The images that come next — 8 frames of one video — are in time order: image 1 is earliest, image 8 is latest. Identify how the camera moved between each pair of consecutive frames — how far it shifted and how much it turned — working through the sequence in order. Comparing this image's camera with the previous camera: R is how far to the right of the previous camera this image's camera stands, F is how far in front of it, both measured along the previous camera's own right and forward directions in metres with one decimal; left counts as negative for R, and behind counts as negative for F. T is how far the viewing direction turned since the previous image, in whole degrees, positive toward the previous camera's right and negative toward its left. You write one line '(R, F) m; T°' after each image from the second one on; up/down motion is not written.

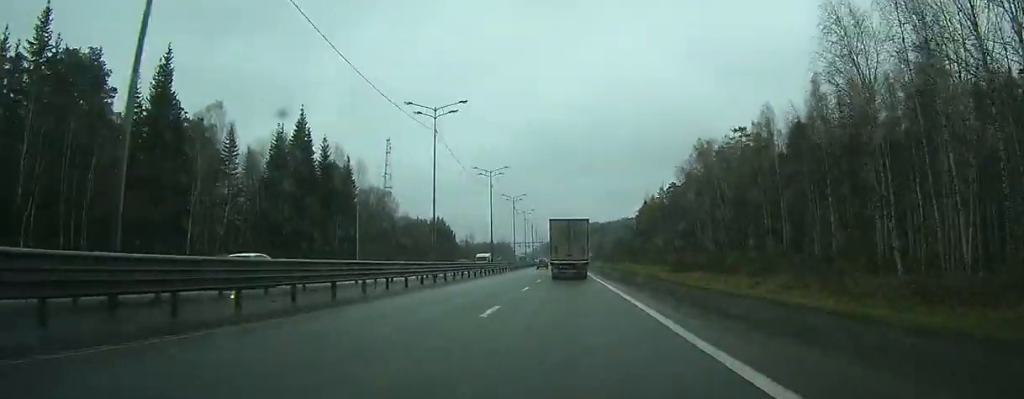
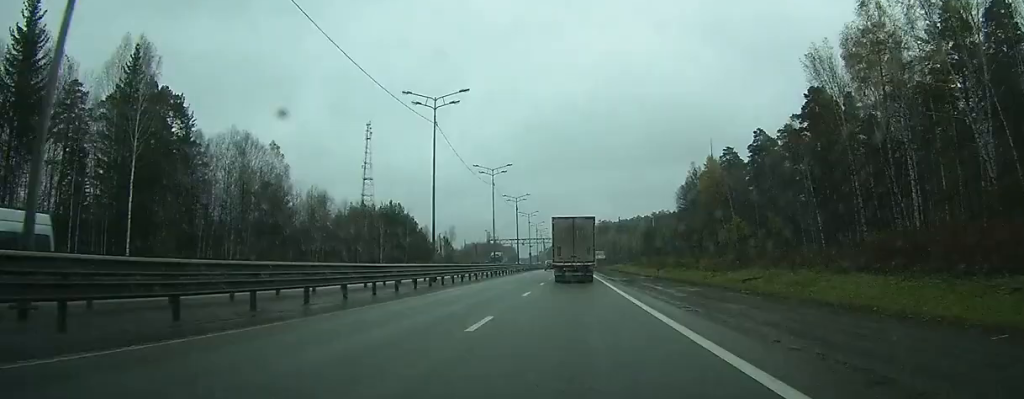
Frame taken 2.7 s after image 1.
(-0.5, +62.8) m; -1°
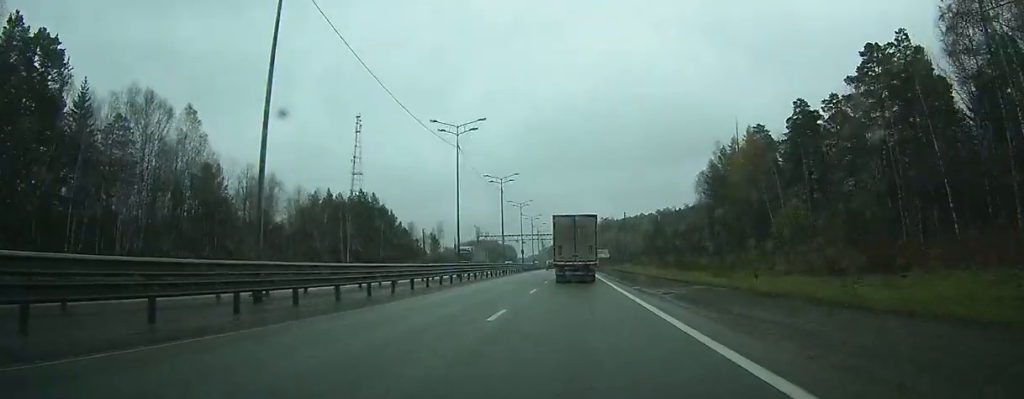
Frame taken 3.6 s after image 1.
(0.0, +21.9) m; 0°
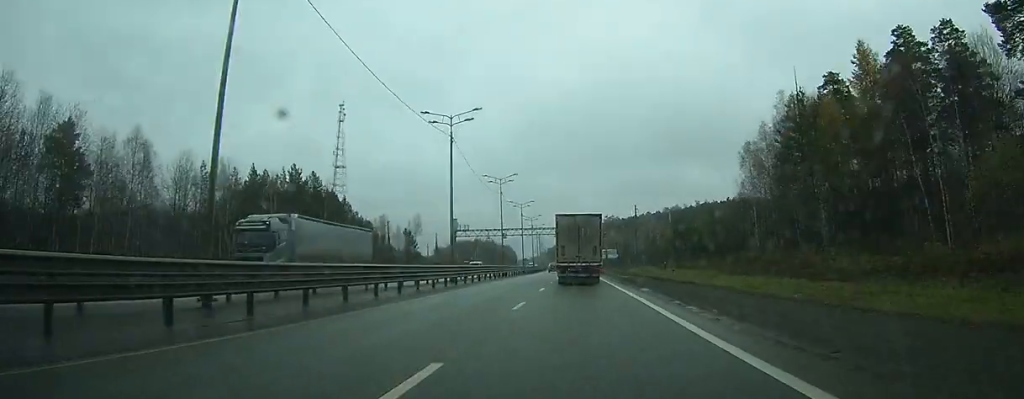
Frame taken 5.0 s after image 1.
(-0.2, +32.6) m; 0°
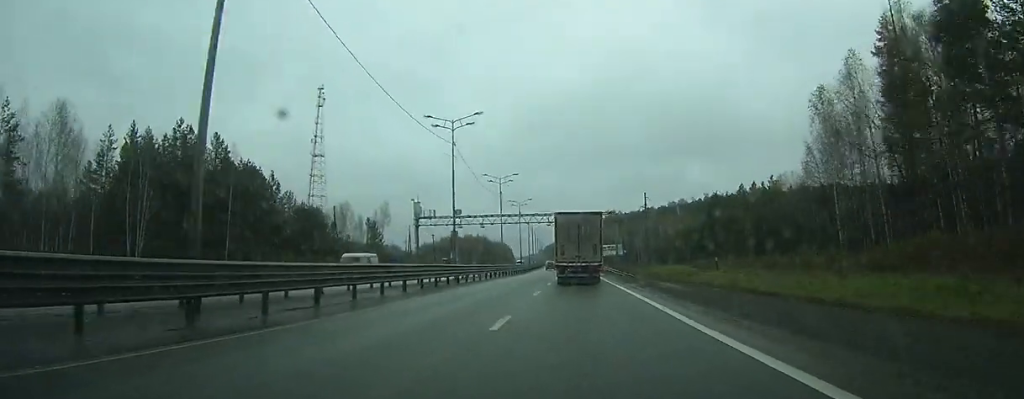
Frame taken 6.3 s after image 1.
(+0.1, +29.3) m; 0°
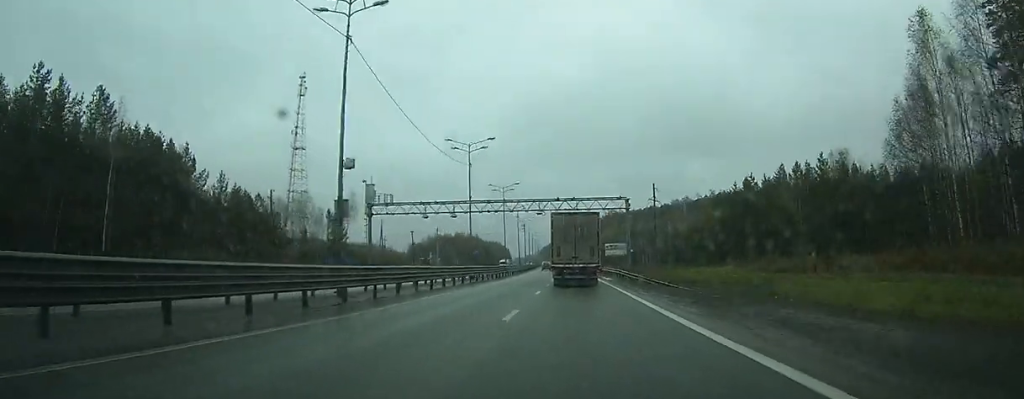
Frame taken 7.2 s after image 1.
(+0.1, +21.6) m; 0°
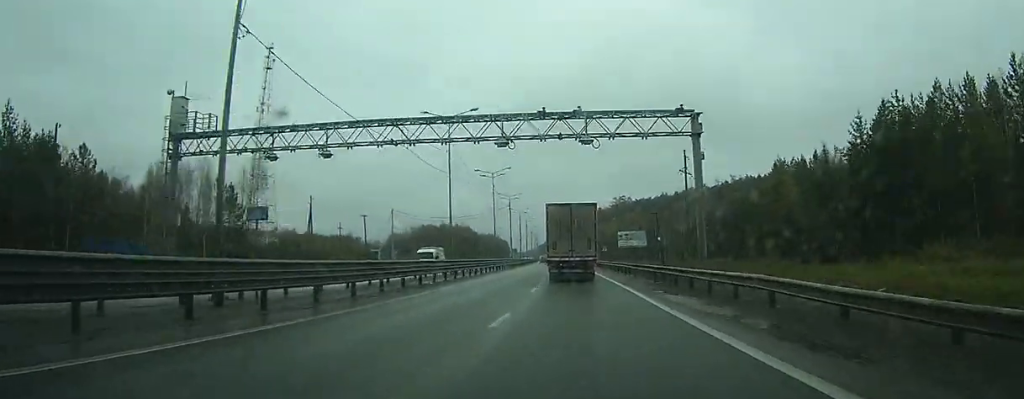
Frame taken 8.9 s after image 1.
(0.0, +38.2) m; 0°
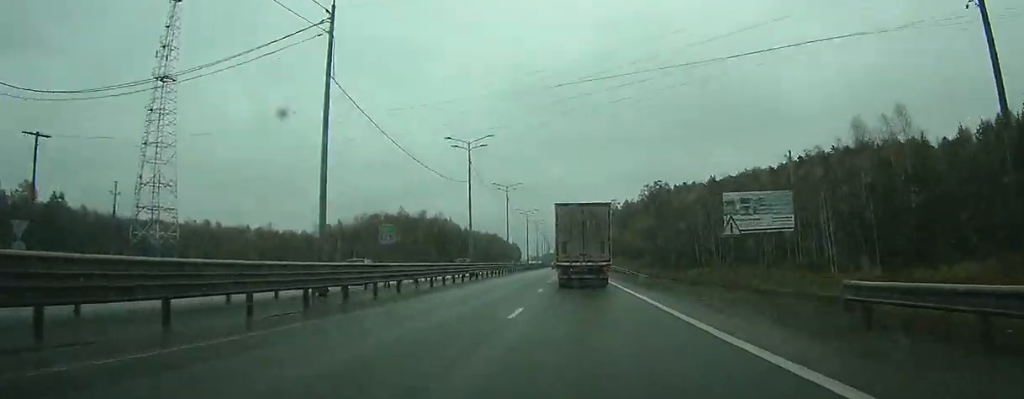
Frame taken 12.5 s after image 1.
(-1.3, +82.5) m; -2°
